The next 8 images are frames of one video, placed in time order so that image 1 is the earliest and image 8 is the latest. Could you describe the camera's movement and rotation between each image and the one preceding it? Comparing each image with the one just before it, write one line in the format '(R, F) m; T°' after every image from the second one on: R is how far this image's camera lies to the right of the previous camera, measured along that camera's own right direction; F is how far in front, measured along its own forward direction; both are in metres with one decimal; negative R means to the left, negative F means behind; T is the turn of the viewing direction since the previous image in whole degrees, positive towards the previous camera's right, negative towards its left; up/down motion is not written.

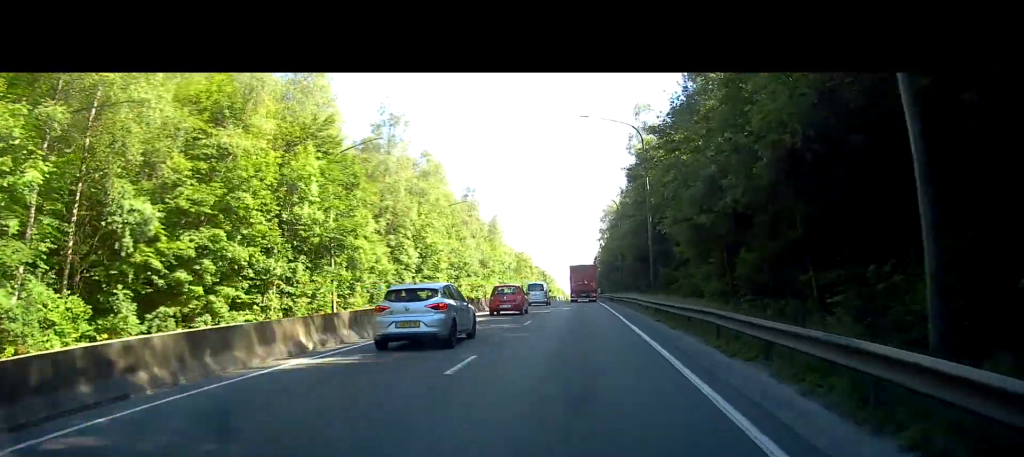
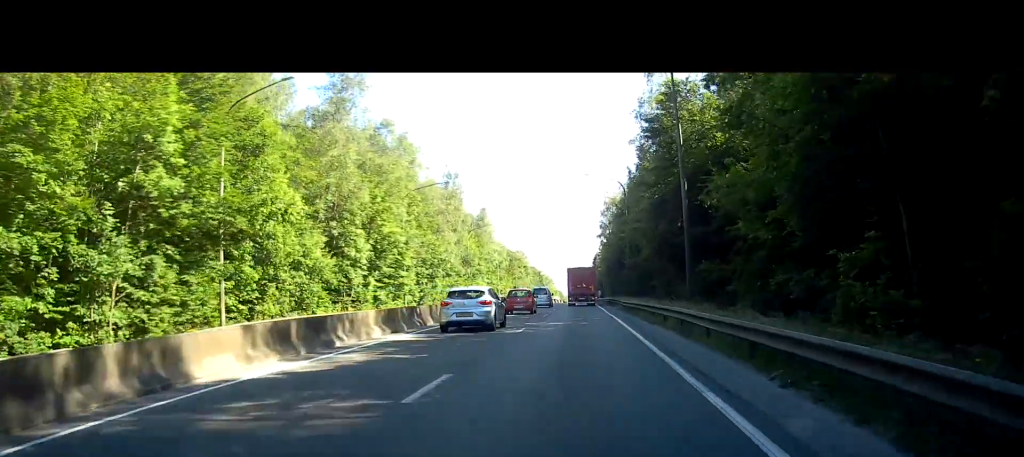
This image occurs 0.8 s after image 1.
(+0.1, +15.1) m; 0°
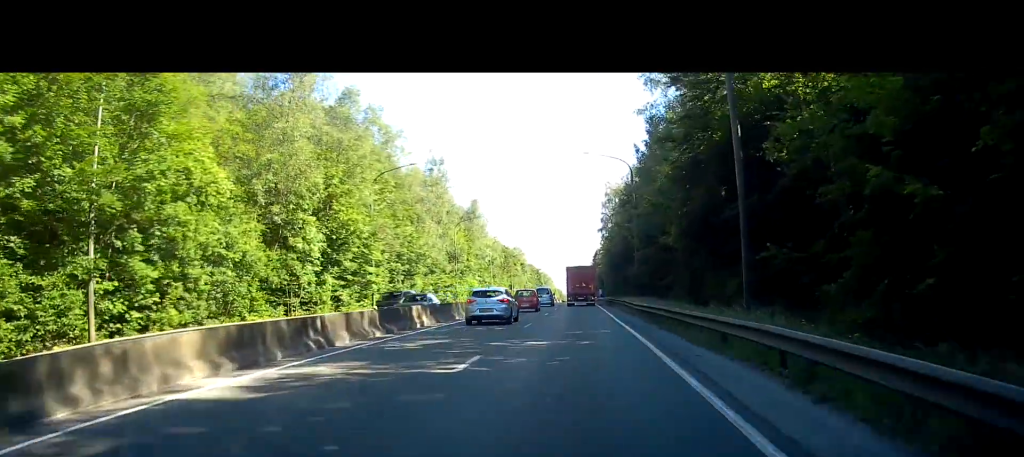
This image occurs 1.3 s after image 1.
(+0.1, +9.9) m; 0°
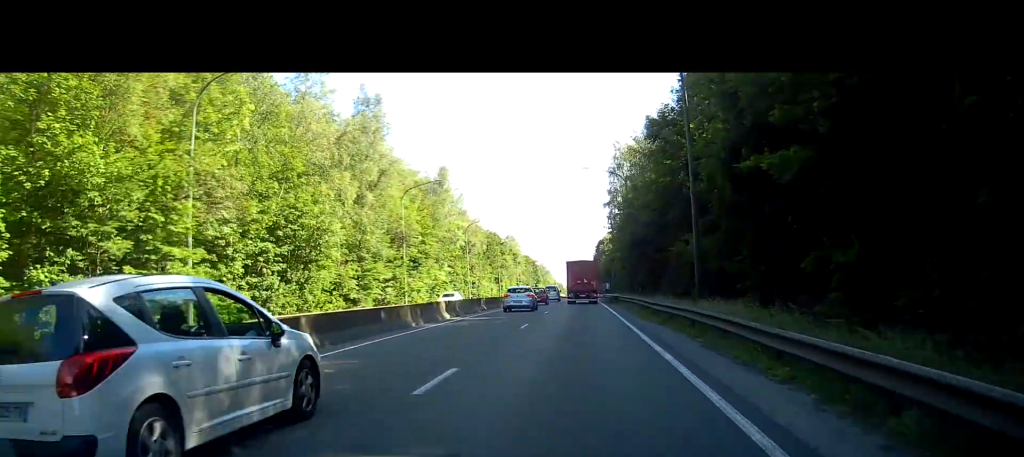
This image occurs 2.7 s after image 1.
(-0.2, +27.5) m; -1°
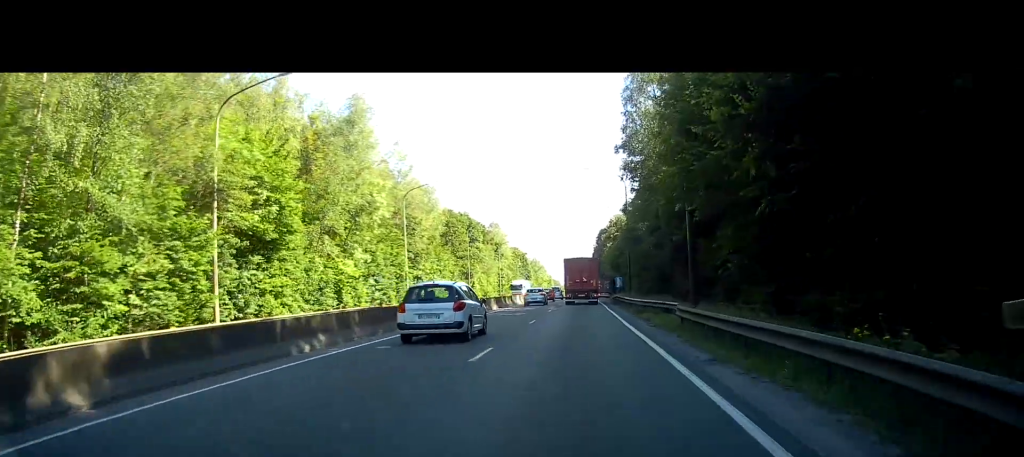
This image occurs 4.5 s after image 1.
(-0.1, +34.4) m; 0°
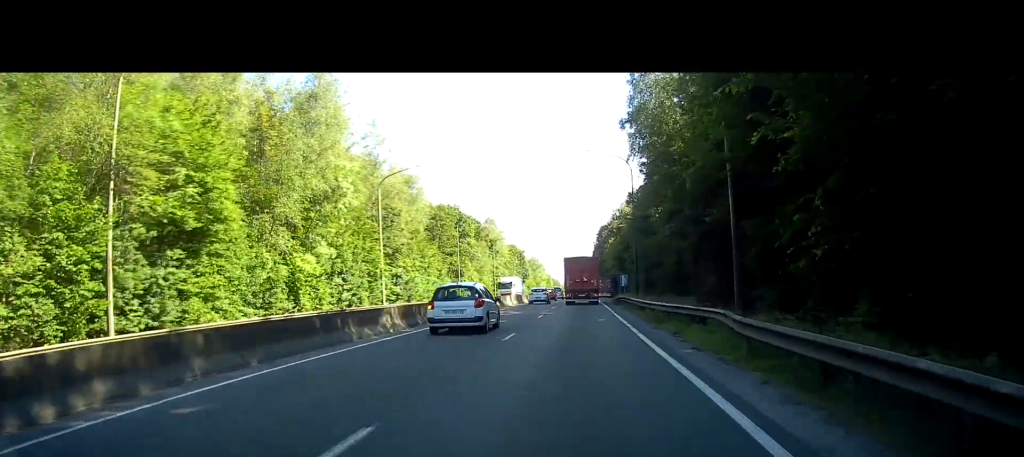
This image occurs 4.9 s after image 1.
(0.0, +8.1) m; 0°
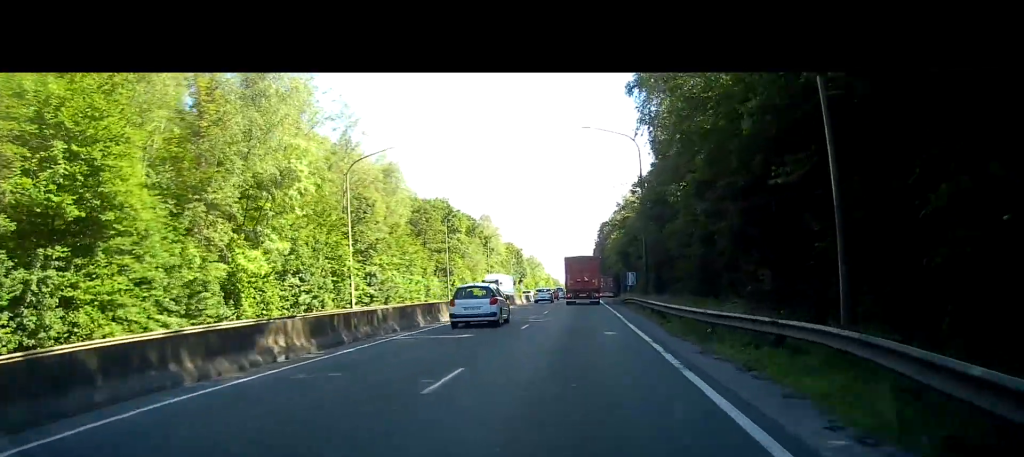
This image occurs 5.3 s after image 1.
(0.0, +8.1) m; 0°
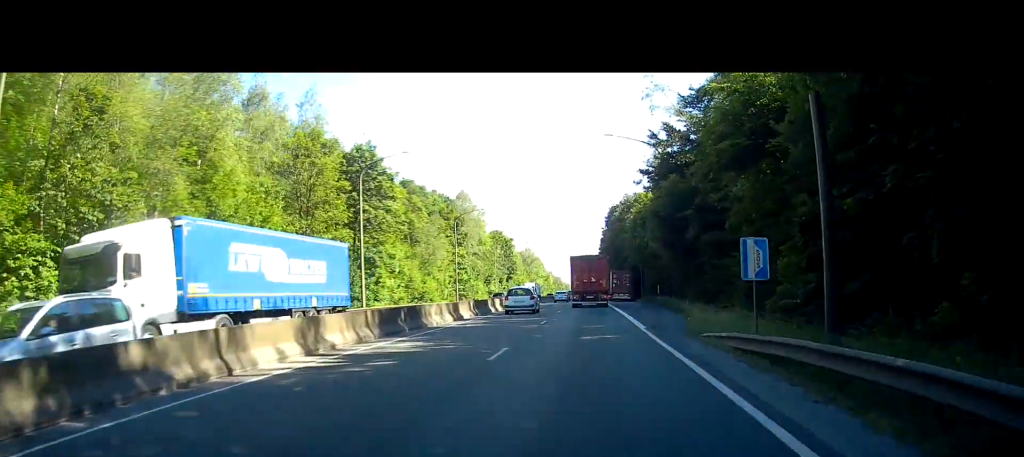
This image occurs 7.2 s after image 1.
(+0.2, +34.6) m; +1°
